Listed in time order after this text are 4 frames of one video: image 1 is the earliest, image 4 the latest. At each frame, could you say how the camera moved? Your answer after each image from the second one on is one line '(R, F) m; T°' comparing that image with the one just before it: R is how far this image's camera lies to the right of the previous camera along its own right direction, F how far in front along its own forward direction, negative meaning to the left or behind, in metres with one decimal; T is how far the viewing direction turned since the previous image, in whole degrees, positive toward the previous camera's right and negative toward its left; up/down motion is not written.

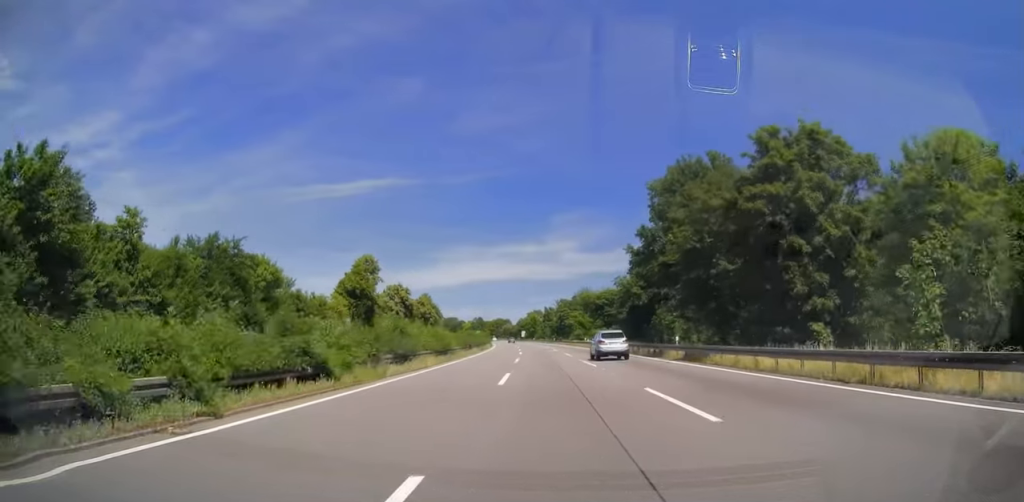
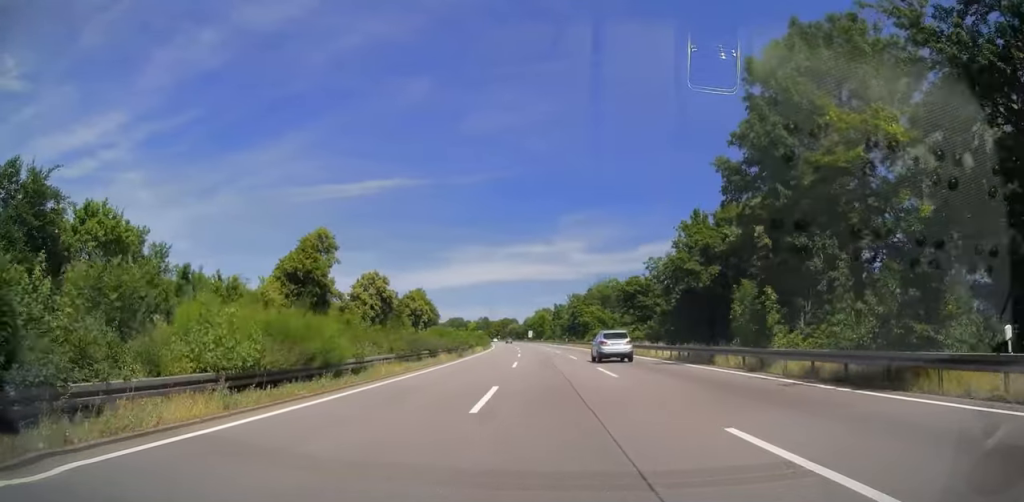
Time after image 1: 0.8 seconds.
(-0.1, +24.7) m; -1°
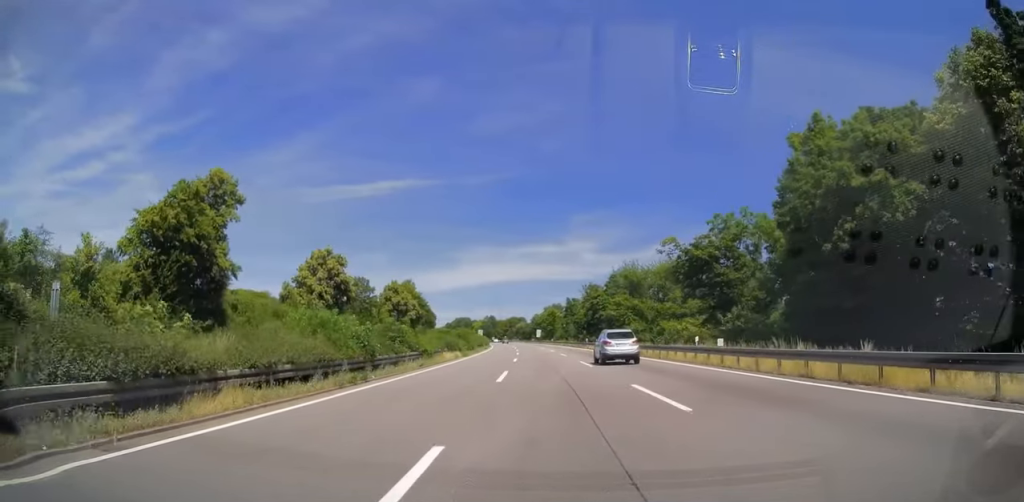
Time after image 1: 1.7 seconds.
(-0.3, +27.8) m; -1°
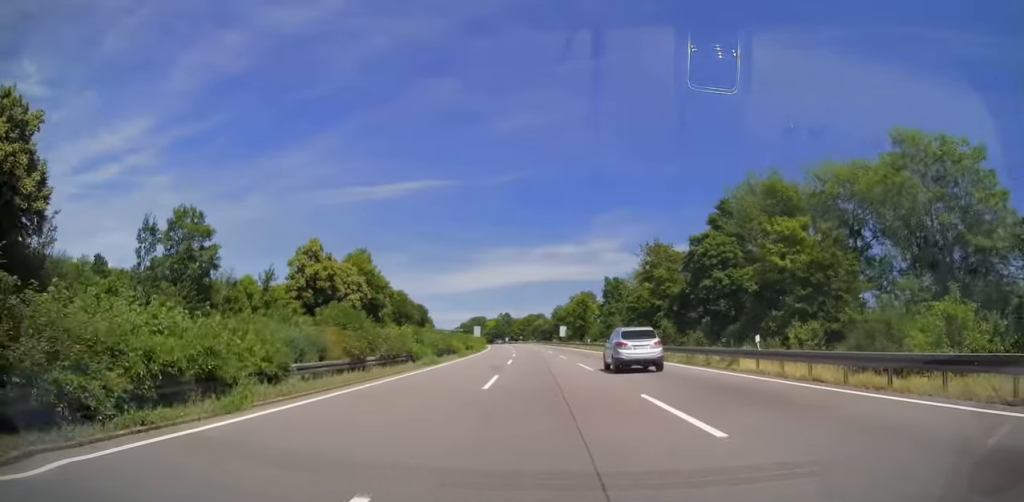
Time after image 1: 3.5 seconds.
(-1.0, +56.6) m; -2°
